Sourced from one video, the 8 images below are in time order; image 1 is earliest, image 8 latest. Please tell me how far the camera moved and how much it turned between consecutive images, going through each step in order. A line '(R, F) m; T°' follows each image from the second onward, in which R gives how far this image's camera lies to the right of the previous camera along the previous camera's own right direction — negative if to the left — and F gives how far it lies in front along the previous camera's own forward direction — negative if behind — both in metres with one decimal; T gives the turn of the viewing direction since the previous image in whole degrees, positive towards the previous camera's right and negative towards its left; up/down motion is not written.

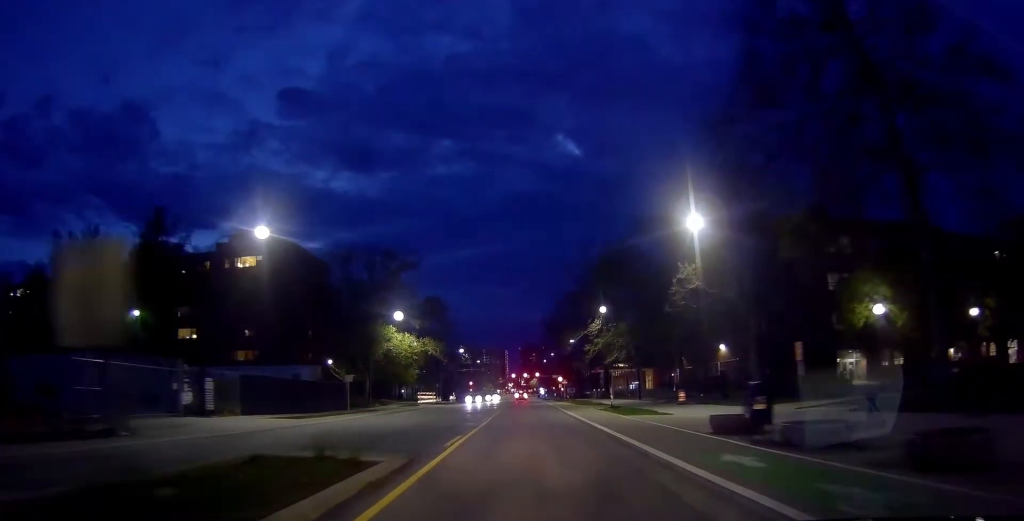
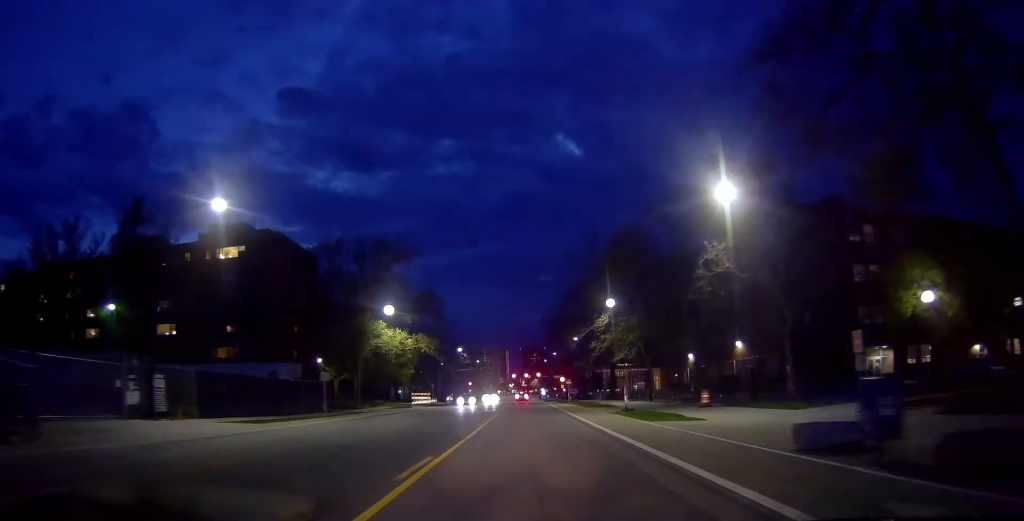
(0.0, +4.7) m; -1°
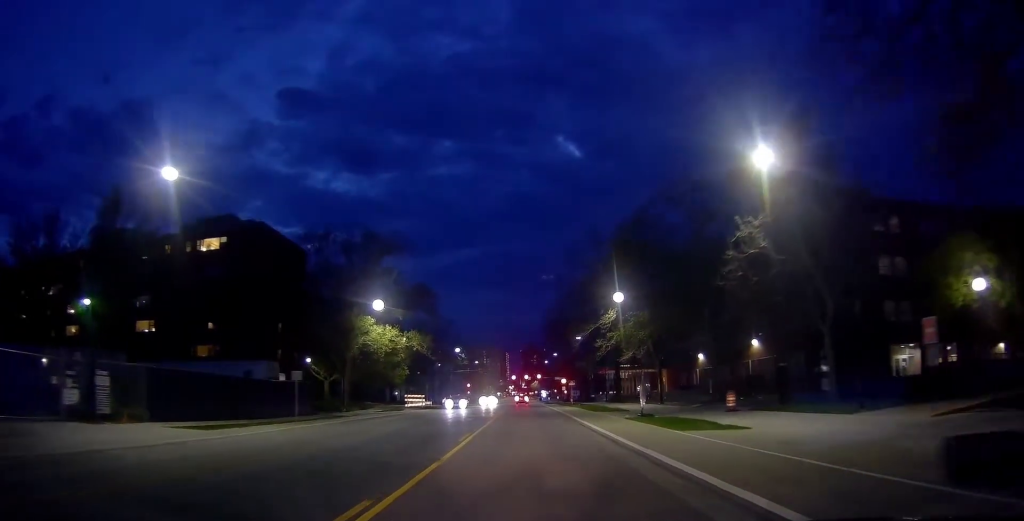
(0.0, +4.7) m; -1°
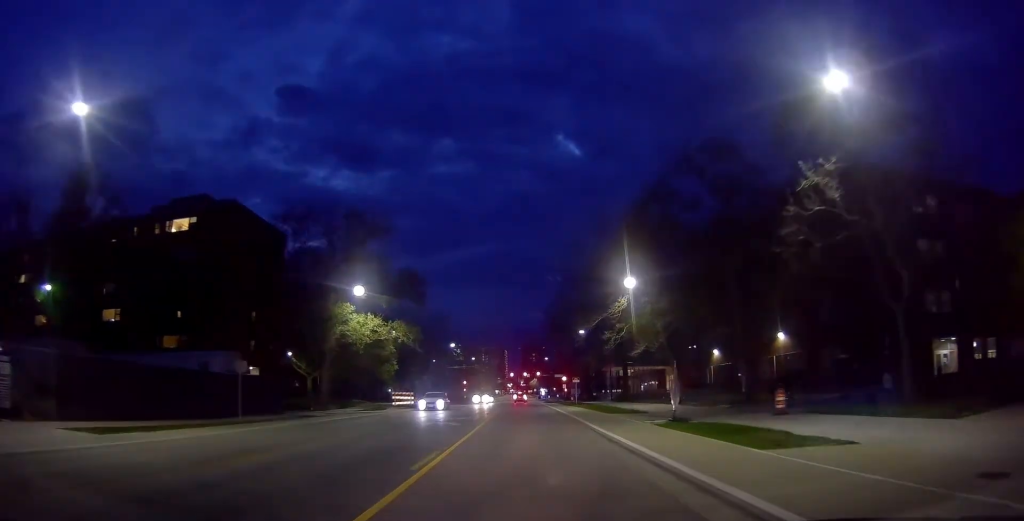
(-0.1, +6.5) m; -1°
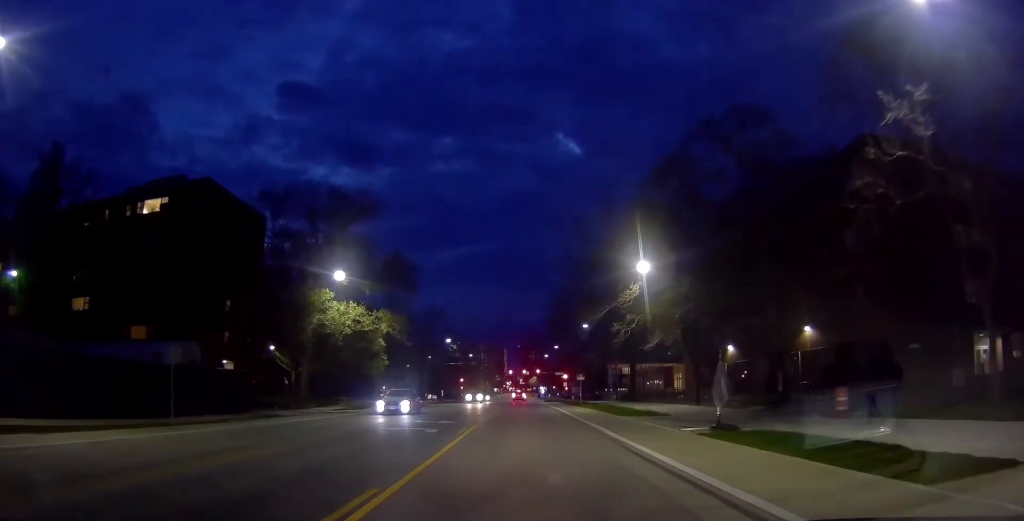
(-0.2, +5.0) m; 0°
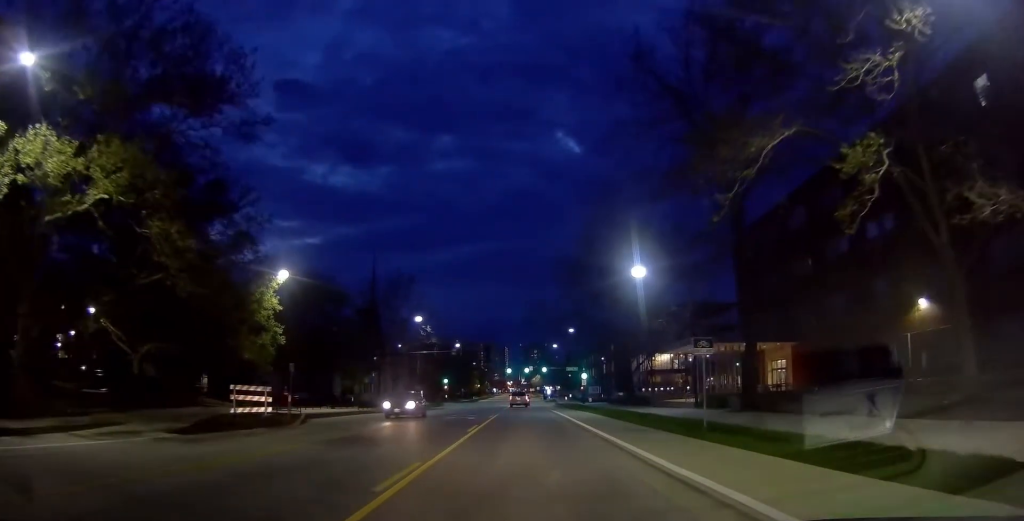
(+1.3, +34.6) m; +1°
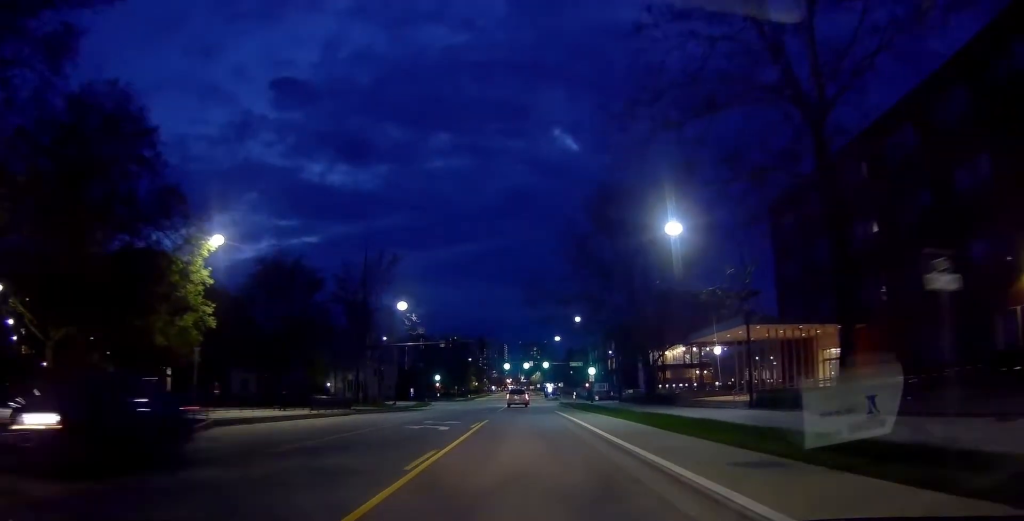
(-0.1, +10.5) m; -1°
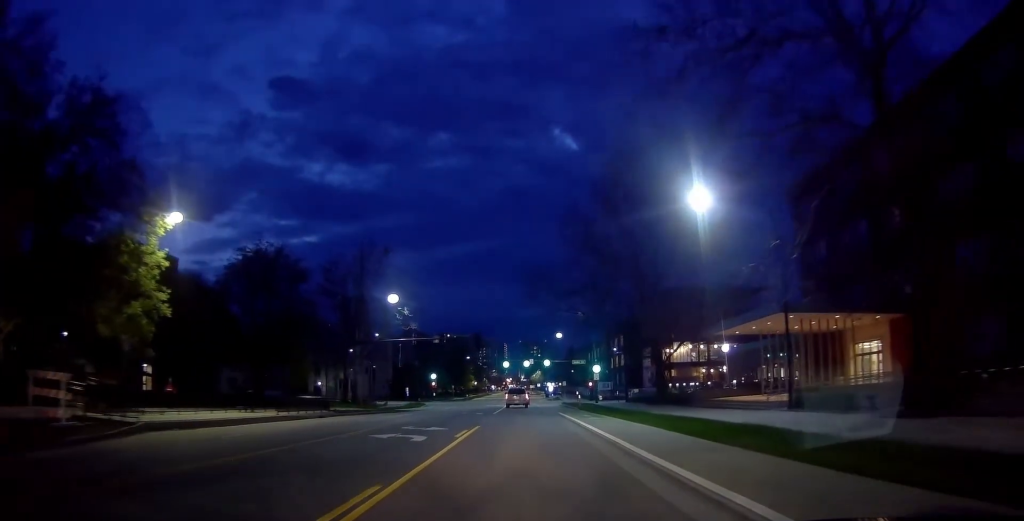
(0.0, +5.2) m; 0°
